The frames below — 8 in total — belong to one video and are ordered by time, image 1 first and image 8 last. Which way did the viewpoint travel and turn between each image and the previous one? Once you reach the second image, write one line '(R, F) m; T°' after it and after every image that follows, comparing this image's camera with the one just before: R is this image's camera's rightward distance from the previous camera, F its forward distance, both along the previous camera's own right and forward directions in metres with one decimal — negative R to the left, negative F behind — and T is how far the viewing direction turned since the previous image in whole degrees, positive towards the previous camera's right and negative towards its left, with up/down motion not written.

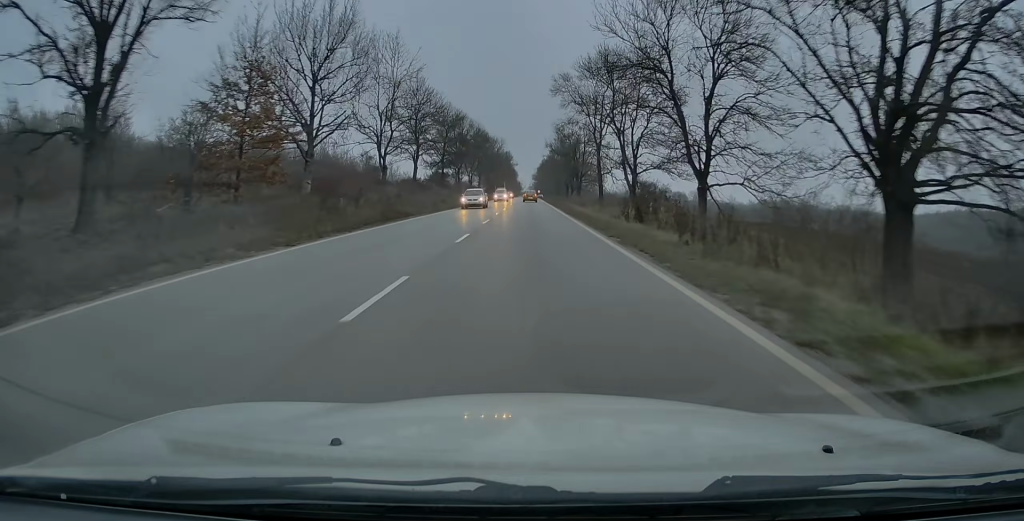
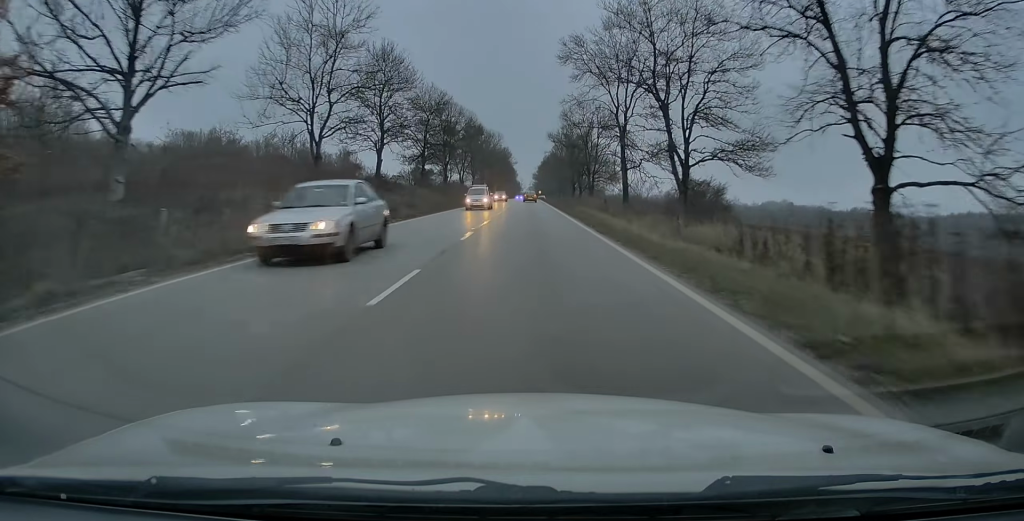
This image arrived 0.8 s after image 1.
(0.0, +17.1) m; 0°
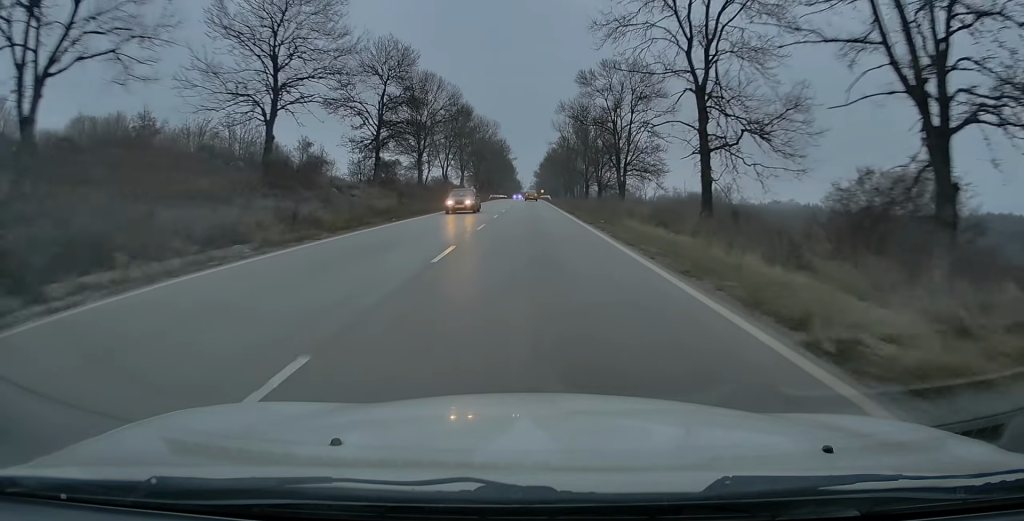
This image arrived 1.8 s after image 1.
(0.0, +23.1) m; 0°
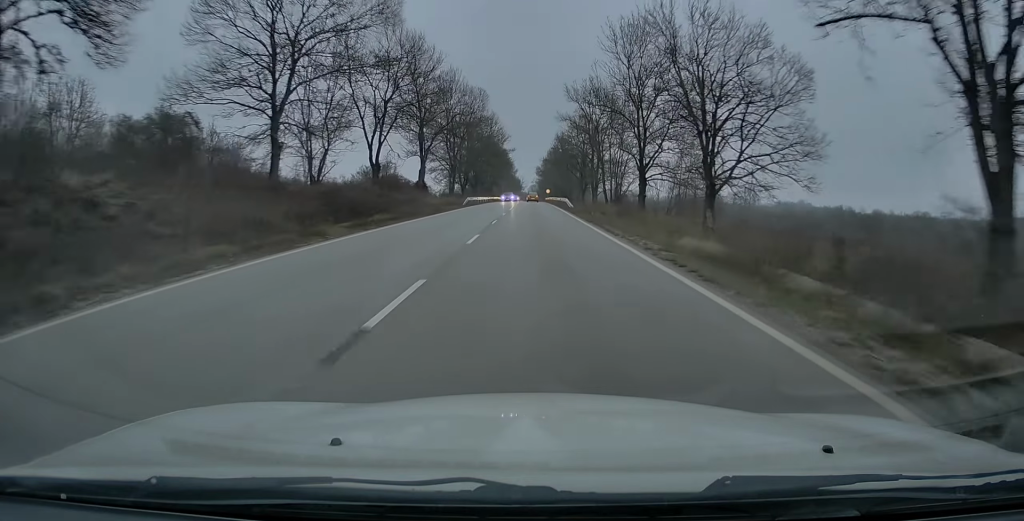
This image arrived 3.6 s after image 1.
(-0.1, +41.0) m; -1°
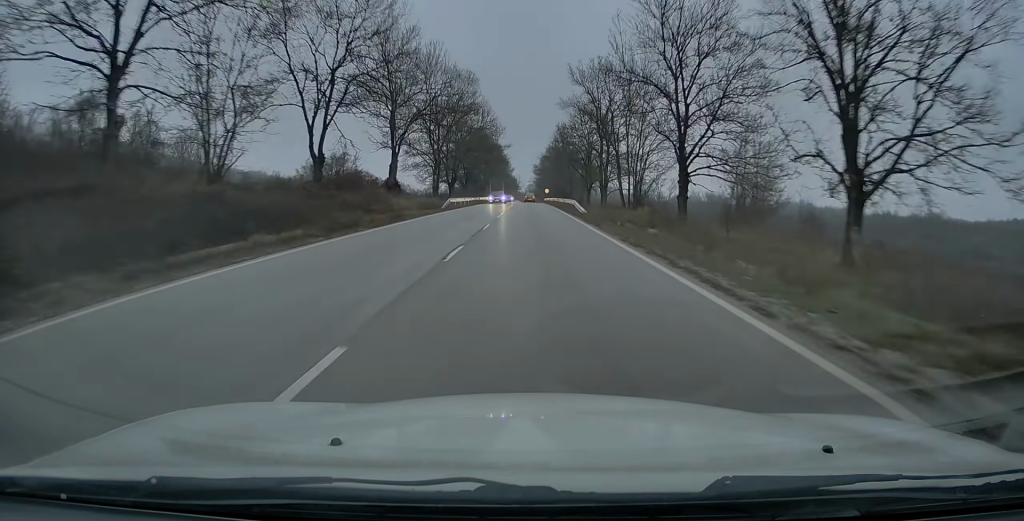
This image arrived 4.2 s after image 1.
(+0.1, +12.7) m; -1°
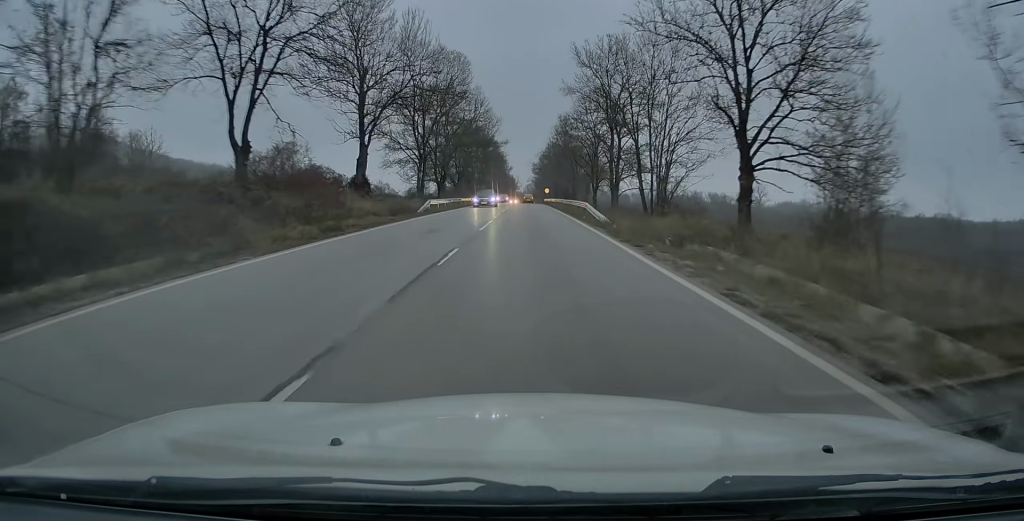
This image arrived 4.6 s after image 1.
(-0.2, +9.7) m; 0°
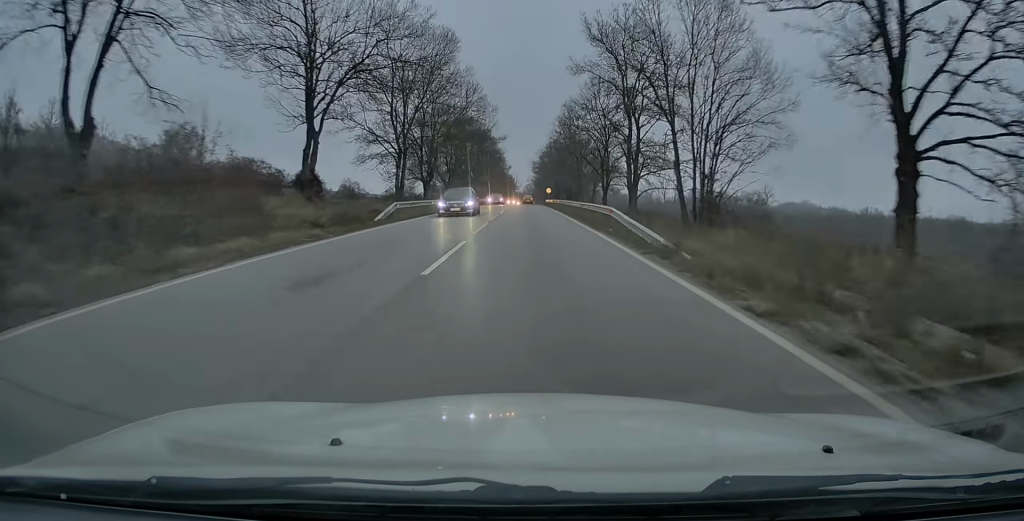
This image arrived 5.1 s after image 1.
(-0.2, +10.4) m; 0°
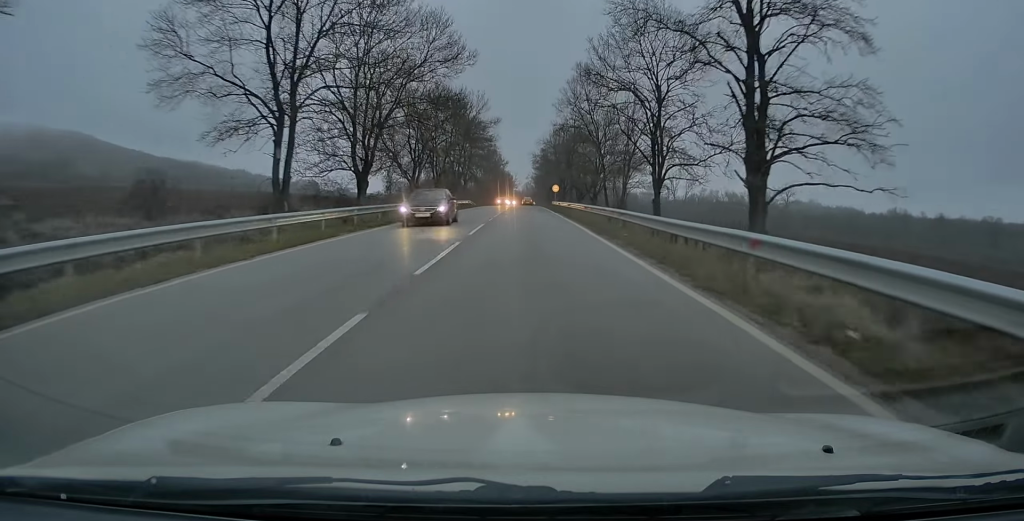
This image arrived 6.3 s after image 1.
(+0.5, +26.7) m; +1°
